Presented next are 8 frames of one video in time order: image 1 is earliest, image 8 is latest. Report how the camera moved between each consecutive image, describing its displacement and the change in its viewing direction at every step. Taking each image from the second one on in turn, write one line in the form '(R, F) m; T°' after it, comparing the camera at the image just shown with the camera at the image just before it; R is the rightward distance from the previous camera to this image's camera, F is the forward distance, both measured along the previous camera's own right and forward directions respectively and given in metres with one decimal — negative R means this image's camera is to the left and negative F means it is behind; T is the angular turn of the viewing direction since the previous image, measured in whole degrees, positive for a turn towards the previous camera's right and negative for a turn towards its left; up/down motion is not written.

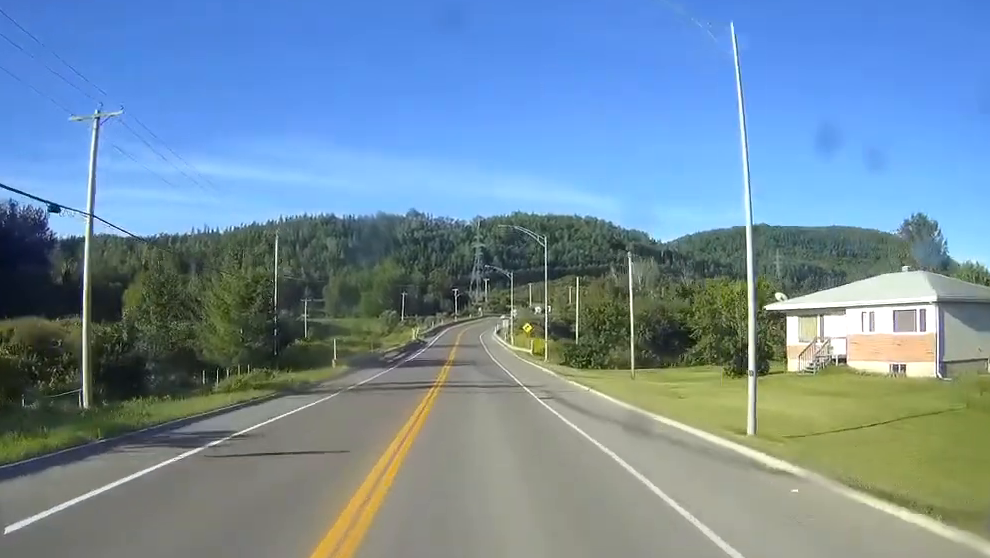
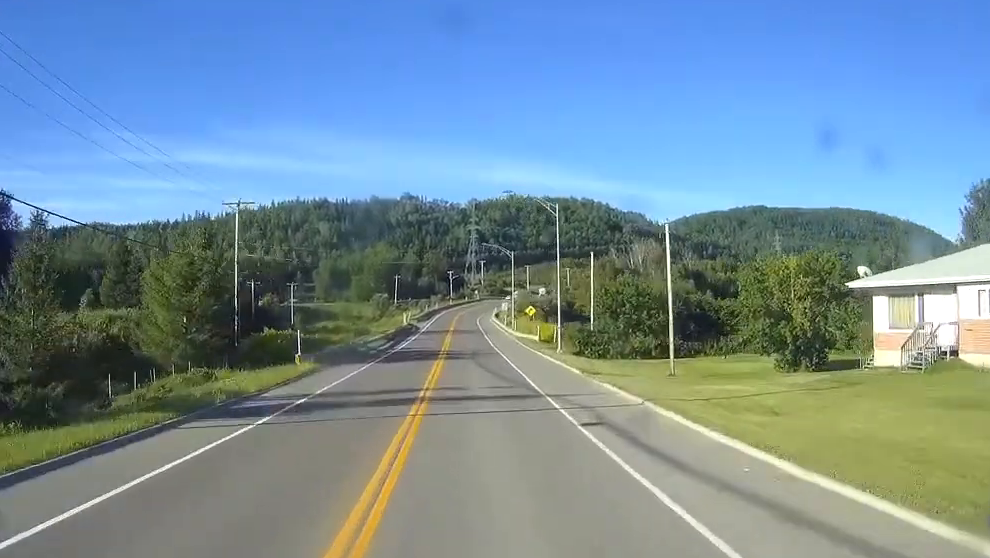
(0.0, +11.7) m; 0°
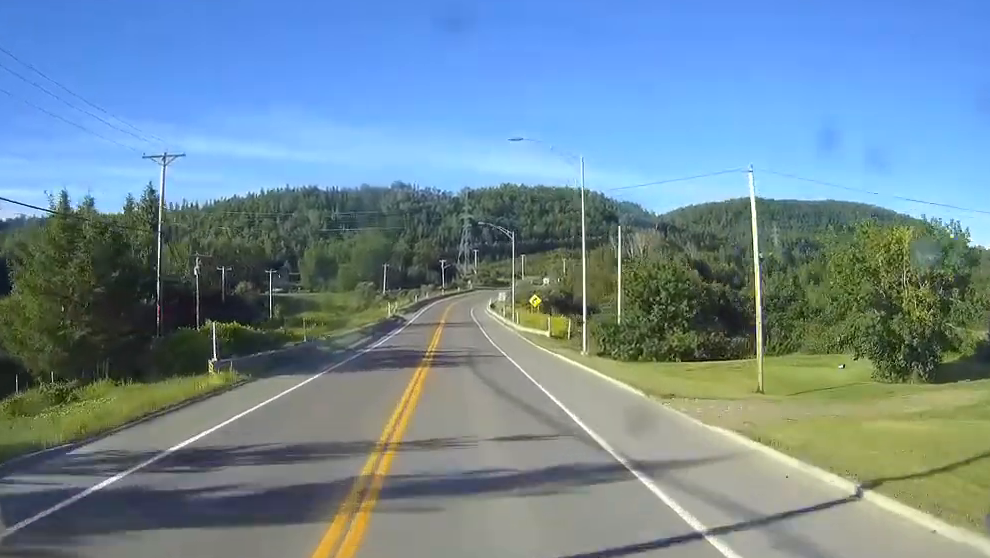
(0.0, +15.0) m; 0°
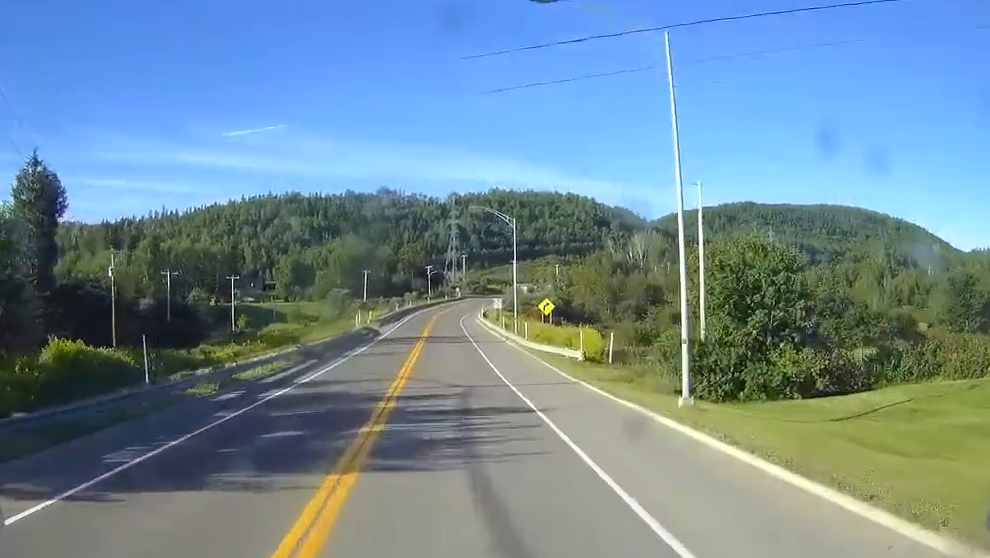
(+0.1, +21.6) m; 0°
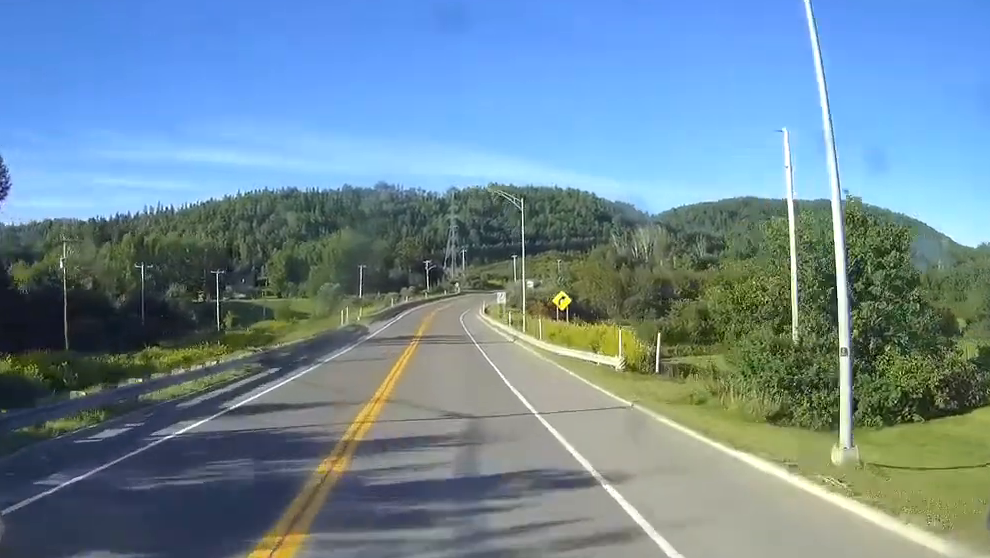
(0.0, +9.8) m; 0°
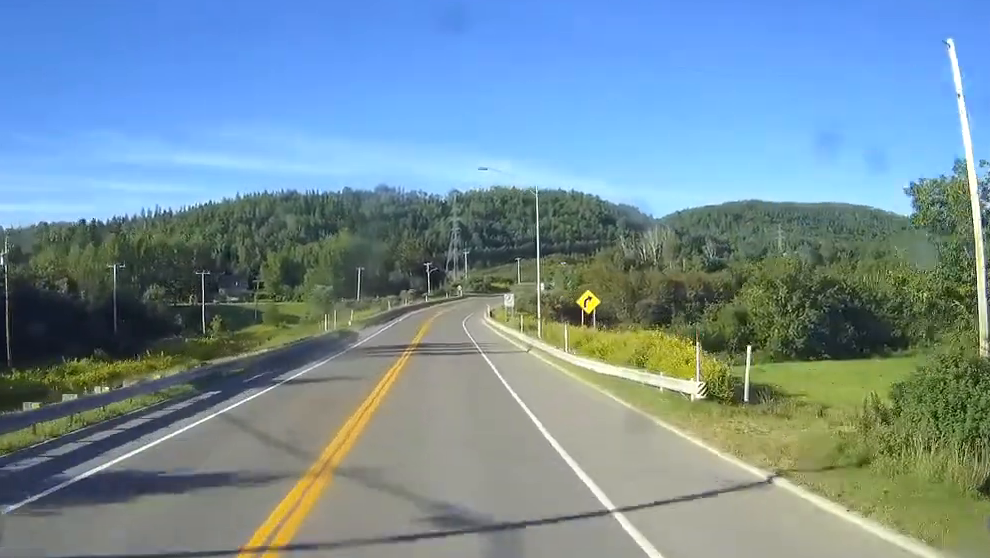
(0.0, +9.9) m; 0°
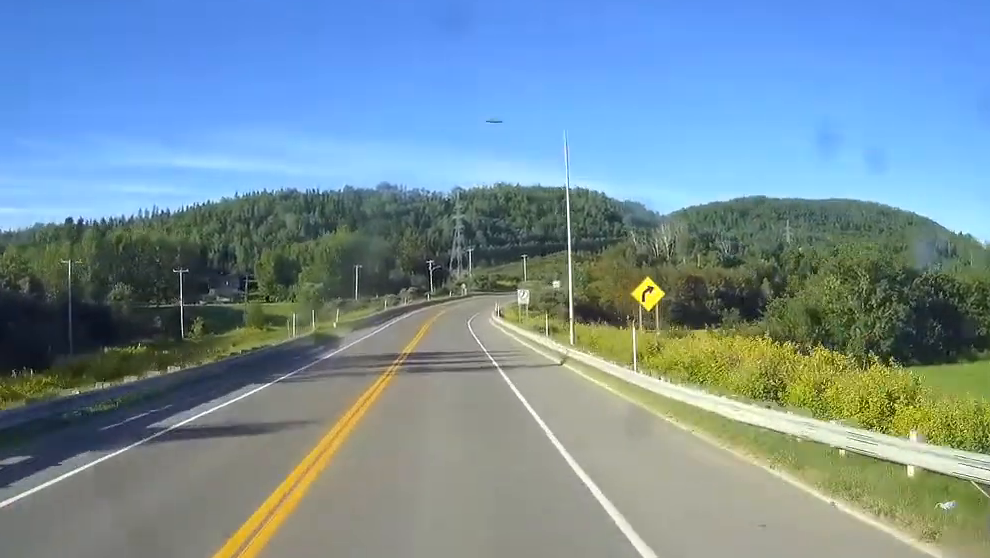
(0.0, +13.1) m; 0°
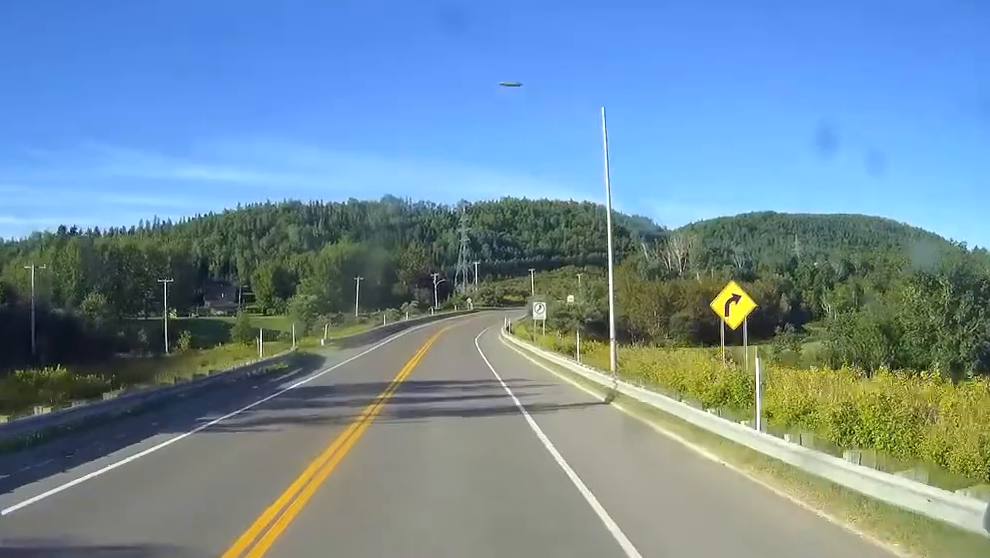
(0.0, +9.2) m; 0°
